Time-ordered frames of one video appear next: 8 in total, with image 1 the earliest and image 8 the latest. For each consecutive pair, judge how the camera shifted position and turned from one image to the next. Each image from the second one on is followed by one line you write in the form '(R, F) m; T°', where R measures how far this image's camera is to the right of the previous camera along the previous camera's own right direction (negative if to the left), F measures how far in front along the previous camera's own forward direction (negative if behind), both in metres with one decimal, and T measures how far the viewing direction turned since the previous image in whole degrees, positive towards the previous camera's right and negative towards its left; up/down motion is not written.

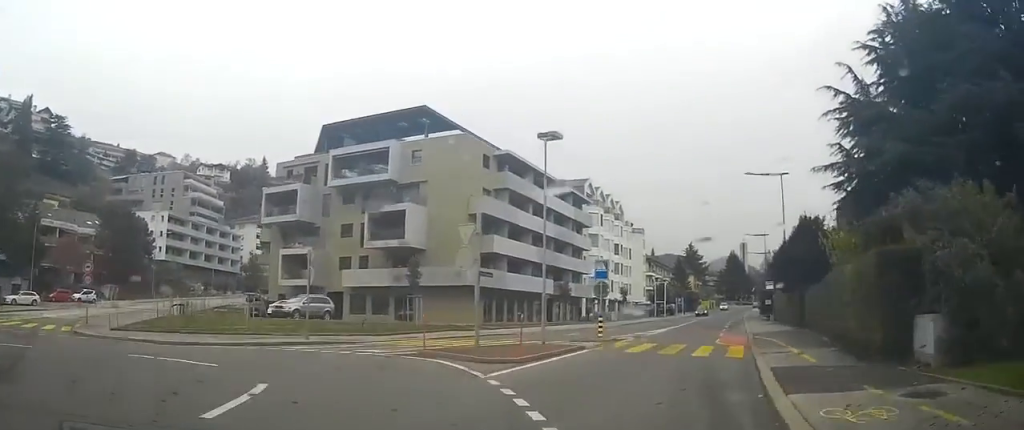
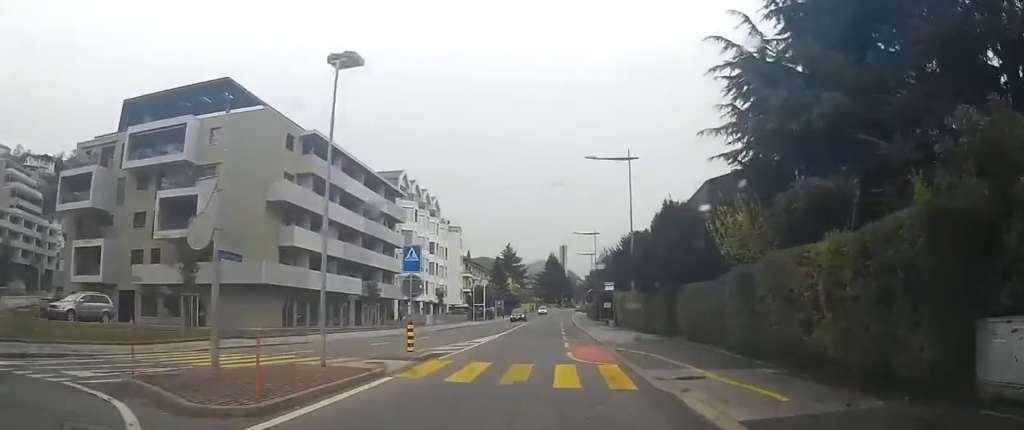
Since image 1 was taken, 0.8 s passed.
(+0.8, +6.7) m; +11°
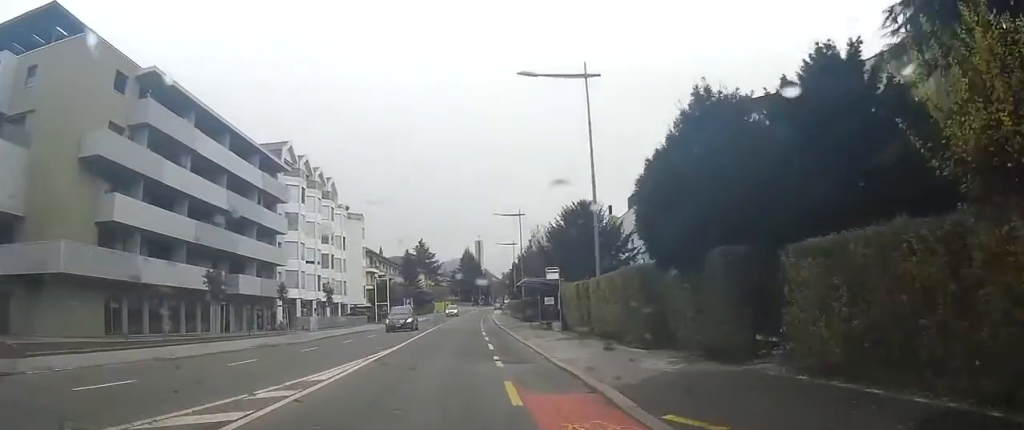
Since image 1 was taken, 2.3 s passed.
(+1.8, +13.8) m; +11°
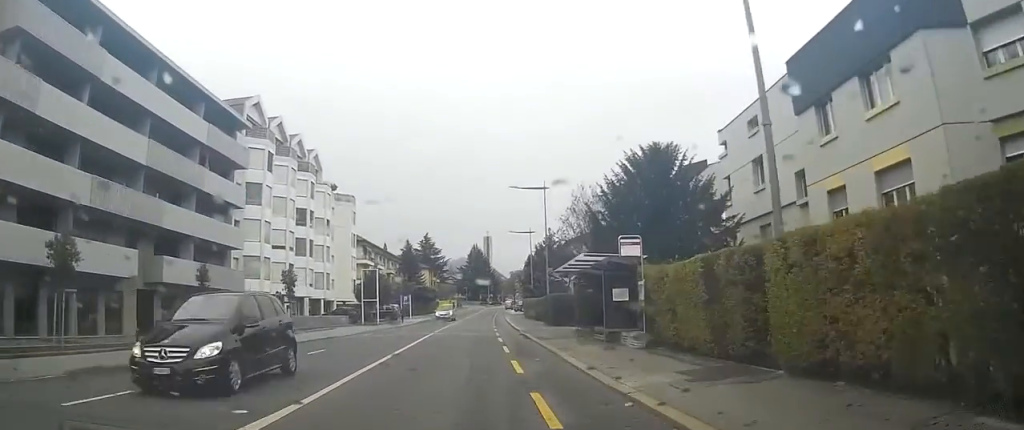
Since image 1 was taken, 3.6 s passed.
(+0.5, +12.8) m; +4°
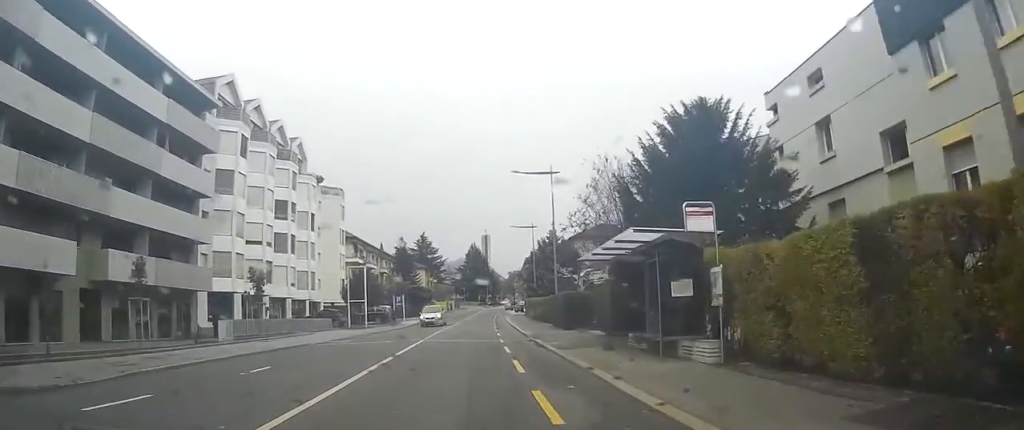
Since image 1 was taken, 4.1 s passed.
(0.0, +4.9) m; +1°
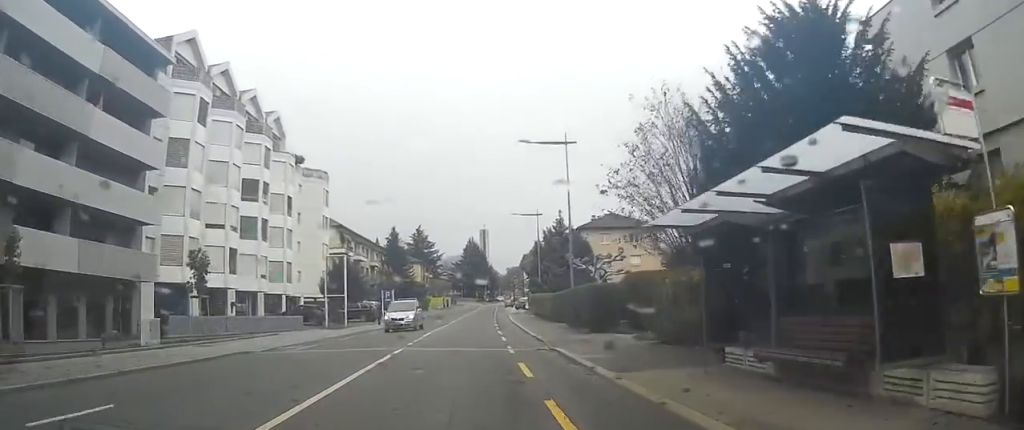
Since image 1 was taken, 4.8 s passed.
(+0.1, +6.0) m; +1°
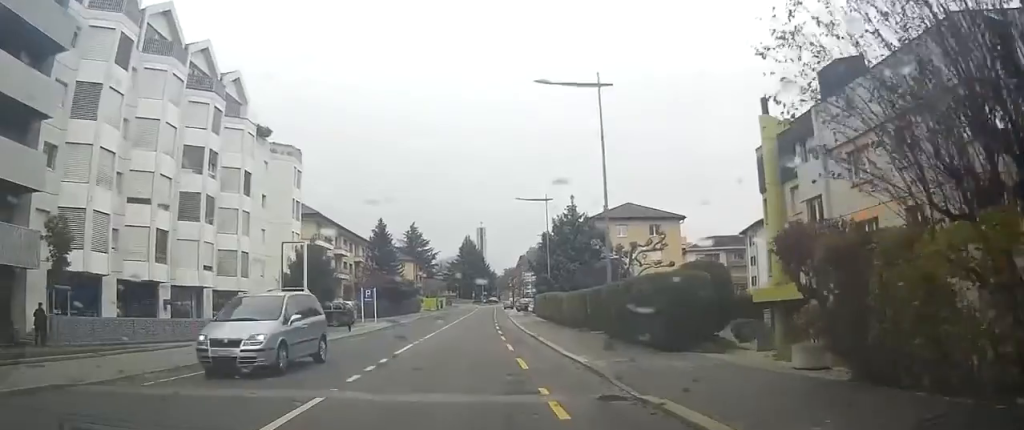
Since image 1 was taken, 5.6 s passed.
(+0.1, +8.2) m; +1°
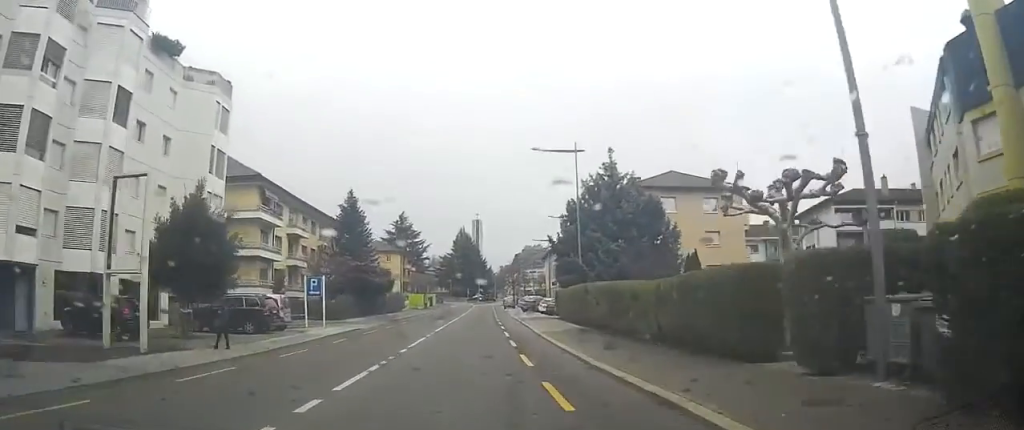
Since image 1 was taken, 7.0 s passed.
(+0.2, +15.3) m; +2°
